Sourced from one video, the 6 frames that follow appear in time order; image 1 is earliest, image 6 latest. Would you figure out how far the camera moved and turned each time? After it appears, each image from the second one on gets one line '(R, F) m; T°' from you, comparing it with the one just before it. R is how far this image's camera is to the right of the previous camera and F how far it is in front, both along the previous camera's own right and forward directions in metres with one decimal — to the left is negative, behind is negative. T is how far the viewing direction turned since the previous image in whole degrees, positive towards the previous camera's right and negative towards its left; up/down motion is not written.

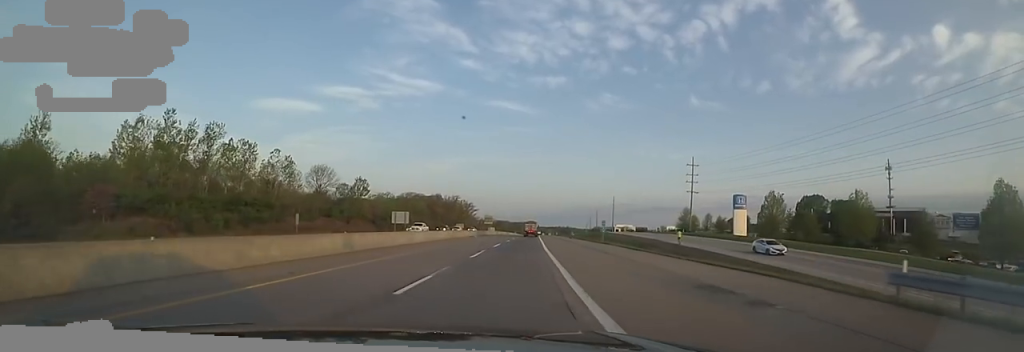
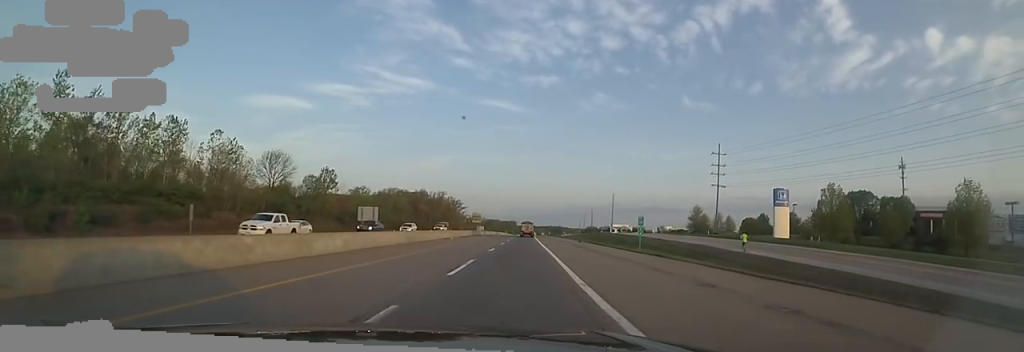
(-0.1, +20.1) m; 0°
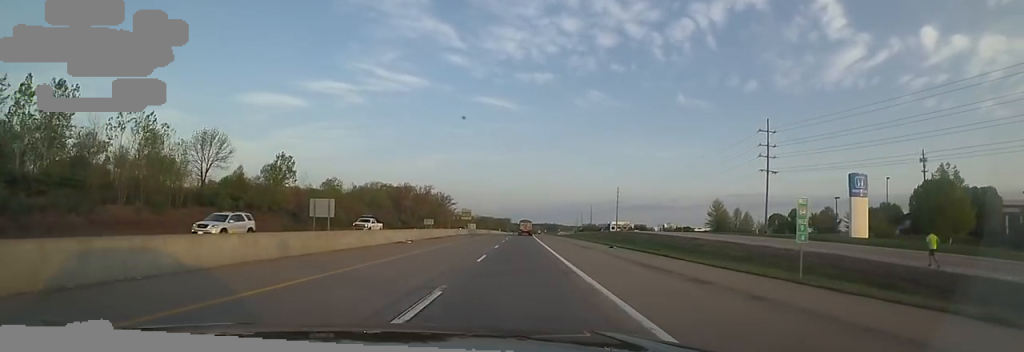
(-0.3, +22.2) m; +1°
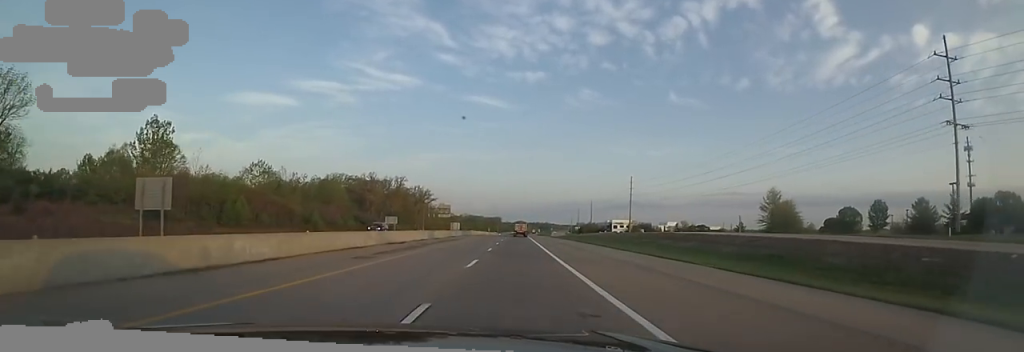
(+1.2, +39.8) m; +2°
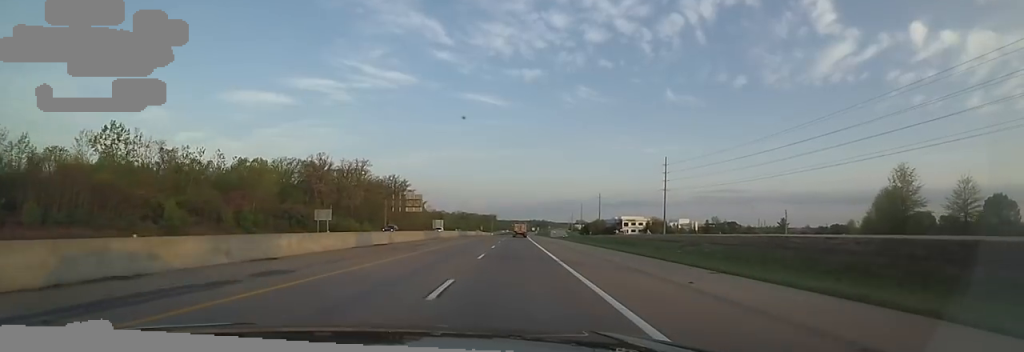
(-0.2, +43.8) m; 0°
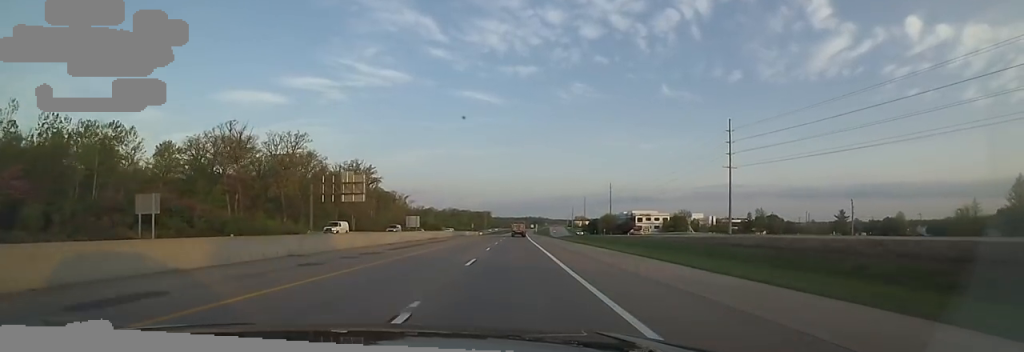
(+0.3, +40.5) m; 0°
